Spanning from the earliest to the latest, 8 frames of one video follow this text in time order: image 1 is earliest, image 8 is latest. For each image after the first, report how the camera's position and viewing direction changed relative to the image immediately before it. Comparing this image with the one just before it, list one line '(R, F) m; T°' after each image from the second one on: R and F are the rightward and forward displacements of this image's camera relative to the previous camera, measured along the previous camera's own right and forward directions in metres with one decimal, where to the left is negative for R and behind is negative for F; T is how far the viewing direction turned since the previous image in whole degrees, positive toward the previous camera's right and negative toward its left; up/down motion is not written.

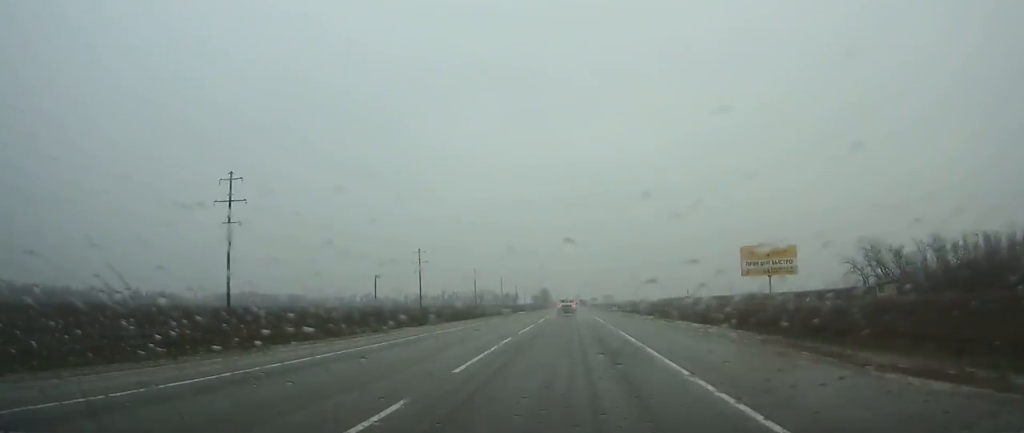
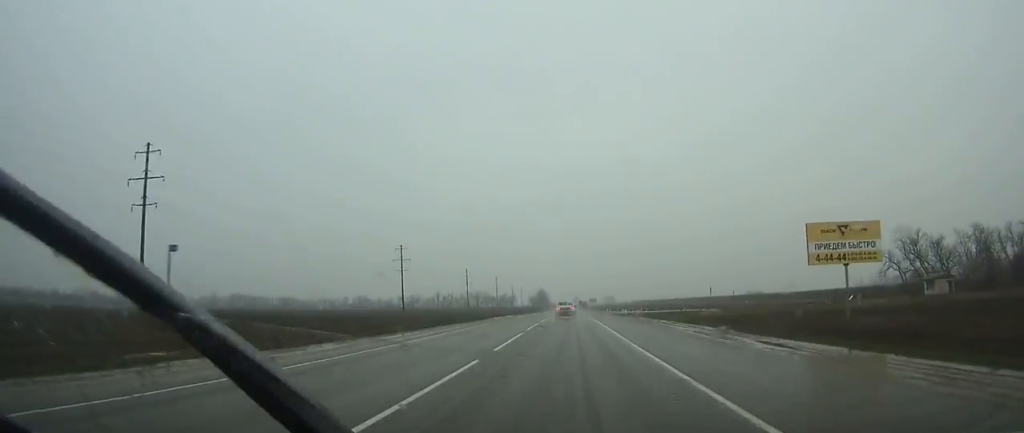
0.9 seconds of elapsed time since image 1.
(+0.3, +18.1) m; 0°
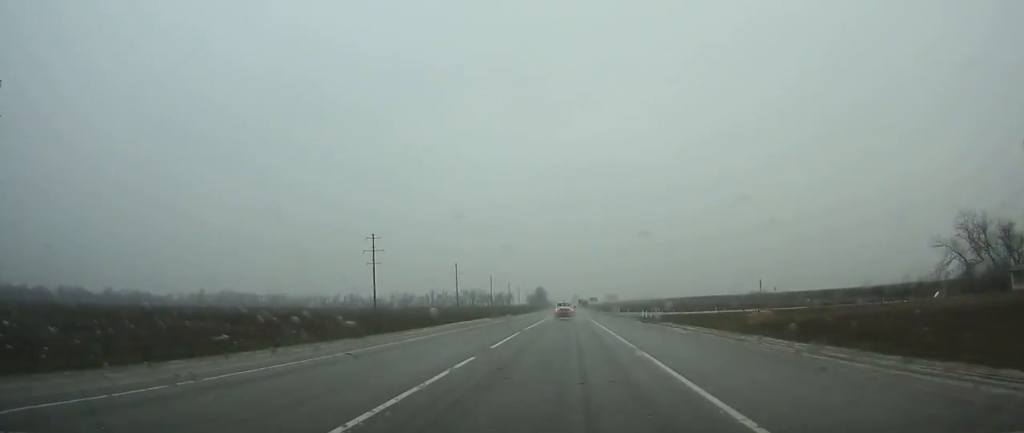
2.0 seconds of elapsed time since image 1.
(+0.2, +23.7) m; 0°
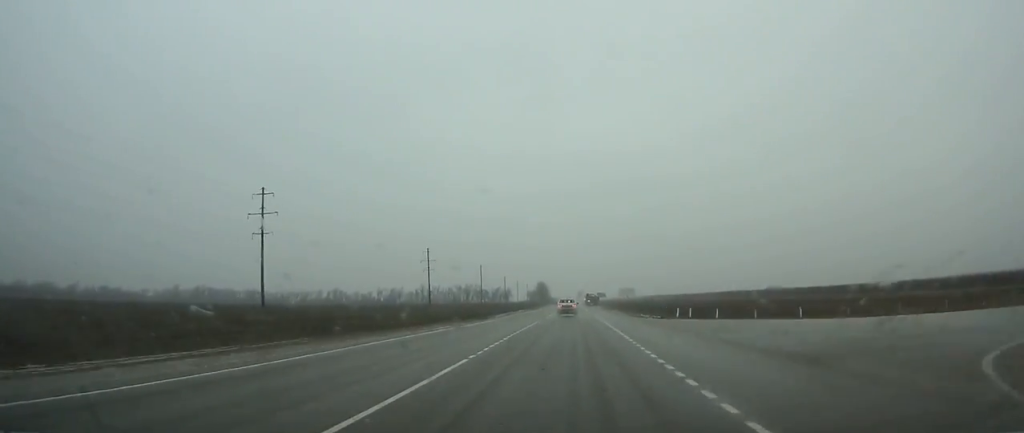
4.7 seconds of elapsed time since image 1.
(-0.7, +55.4) m; -1°
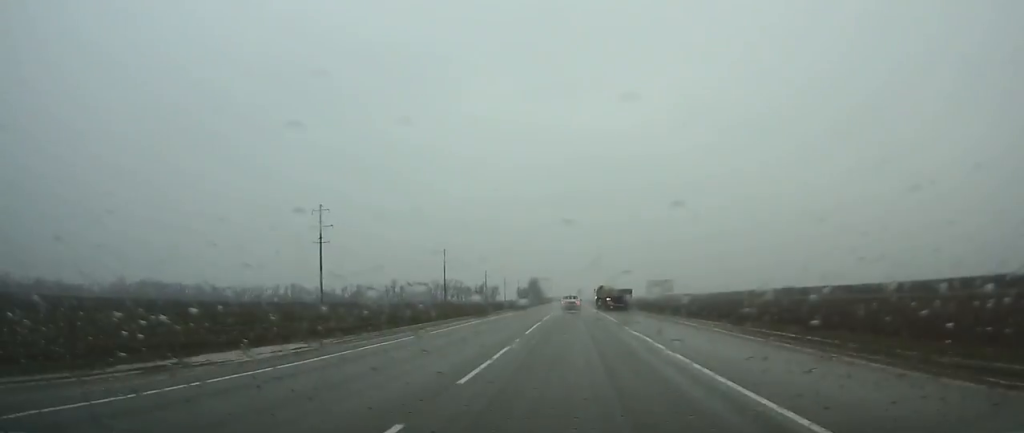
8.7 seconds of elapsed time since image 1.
(-0.5, +84.3) m; 0°
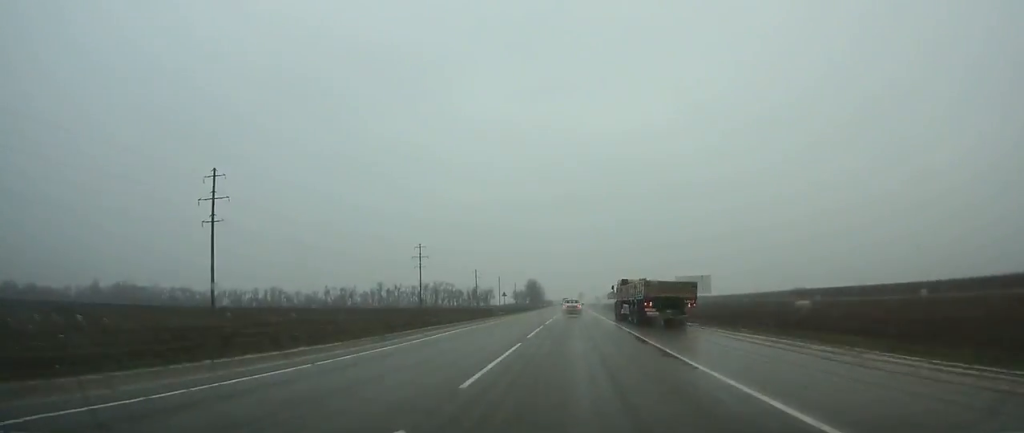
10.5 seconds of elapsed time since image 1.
(0.0, +35.9) m; 0°
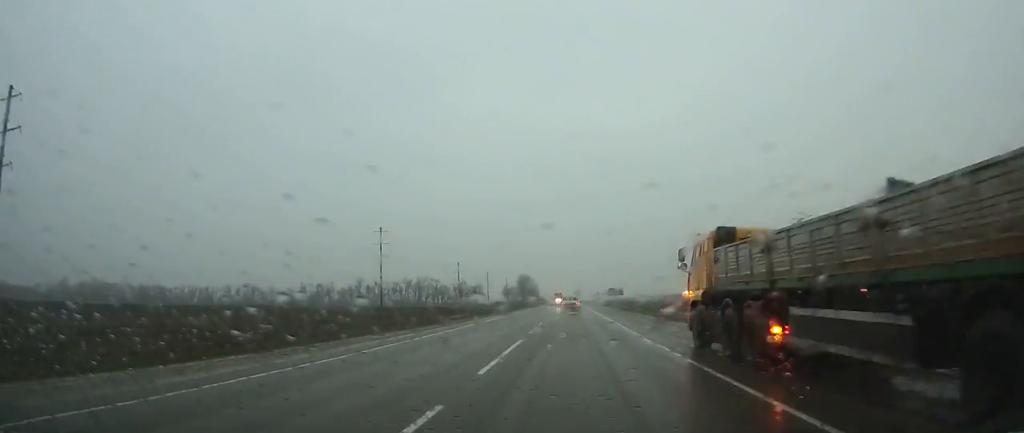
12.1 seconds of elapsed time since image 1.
(+0.1, +34.5) m; 0°
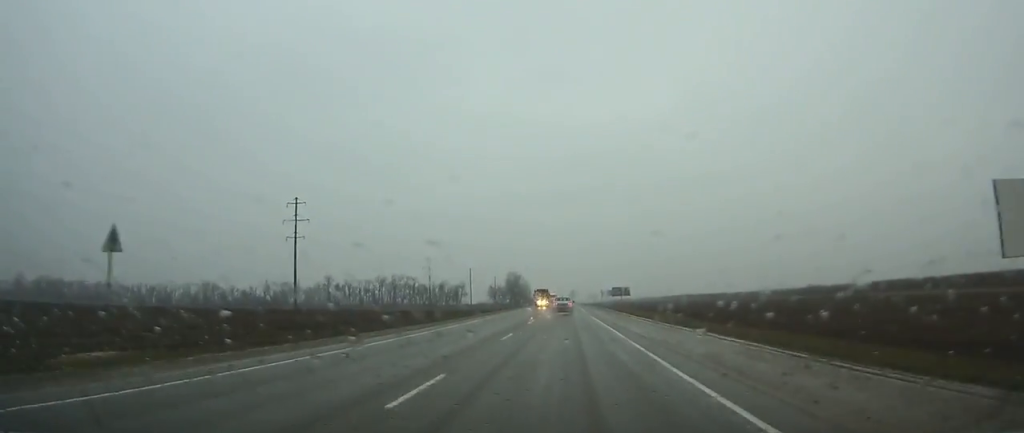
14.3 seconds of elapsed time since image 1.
(+0.2, +45.3) m; 0°
